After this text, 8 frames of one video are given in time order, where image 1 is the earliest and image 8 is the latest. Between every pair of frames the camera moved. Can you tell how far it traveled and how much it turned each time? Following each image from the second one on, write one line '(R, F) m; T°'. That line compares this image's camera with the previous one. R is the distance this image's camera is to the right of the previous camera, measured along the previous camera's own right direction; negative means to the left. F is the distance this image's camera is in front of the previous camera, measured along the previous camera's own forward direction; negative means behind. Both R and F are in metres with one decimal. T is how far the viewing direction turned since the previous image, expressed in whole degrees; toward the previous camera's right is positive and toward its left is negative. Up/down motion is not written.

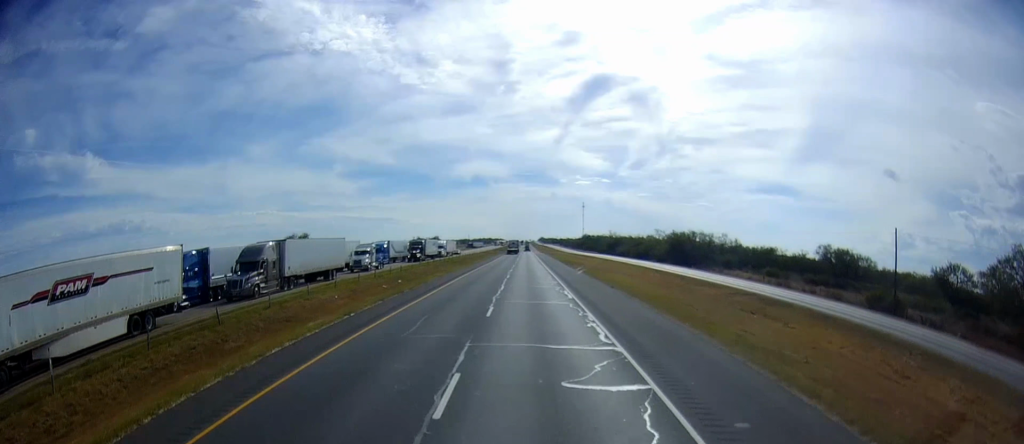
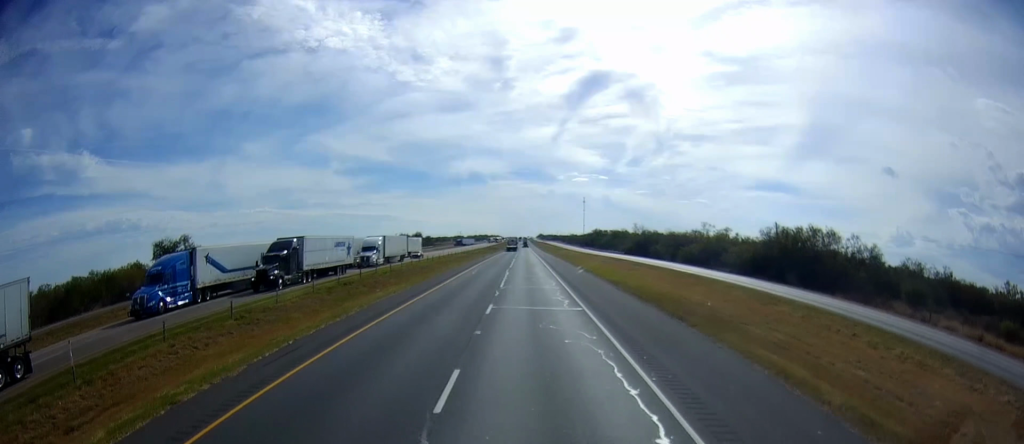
(-0.1, +60.0) m; -1°
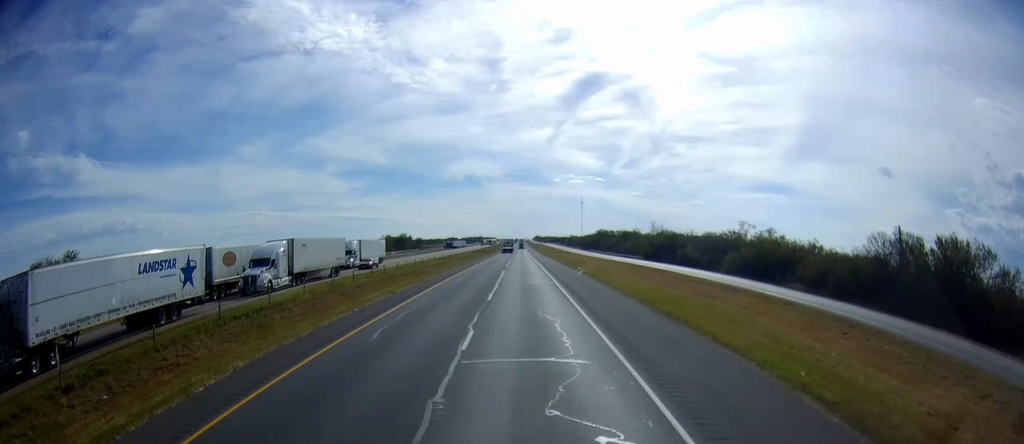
(-0.2, +30.9) m; 0°
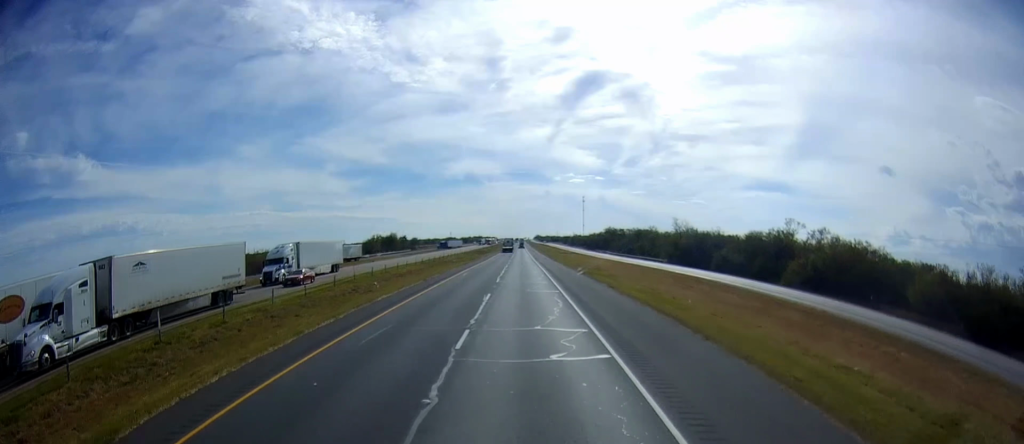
(+0.2, +23.9) m; 0°
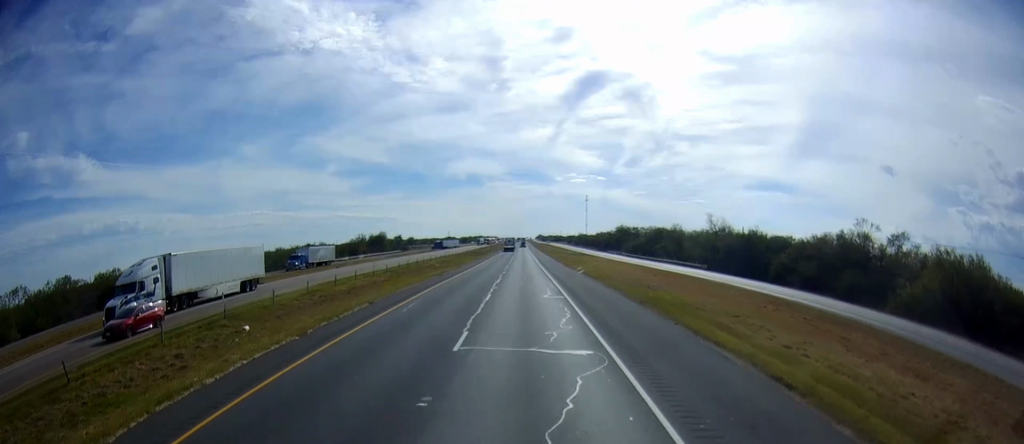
(0.0, +24.4) m; 0°
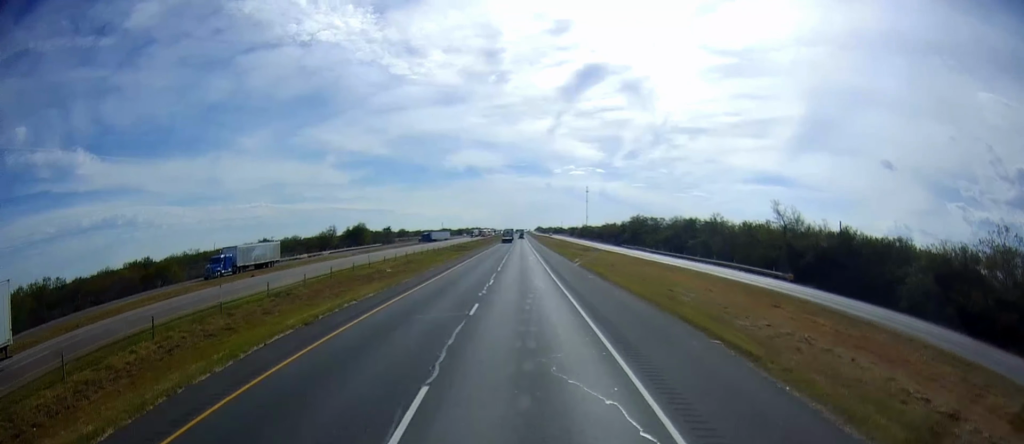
(+0.1, +30.9) m; 0°
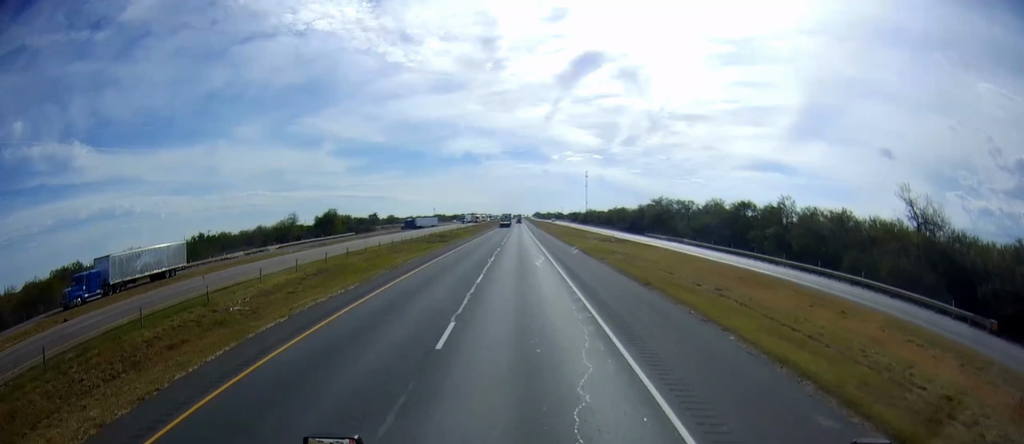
(+0.1, +31.4) m; +1°
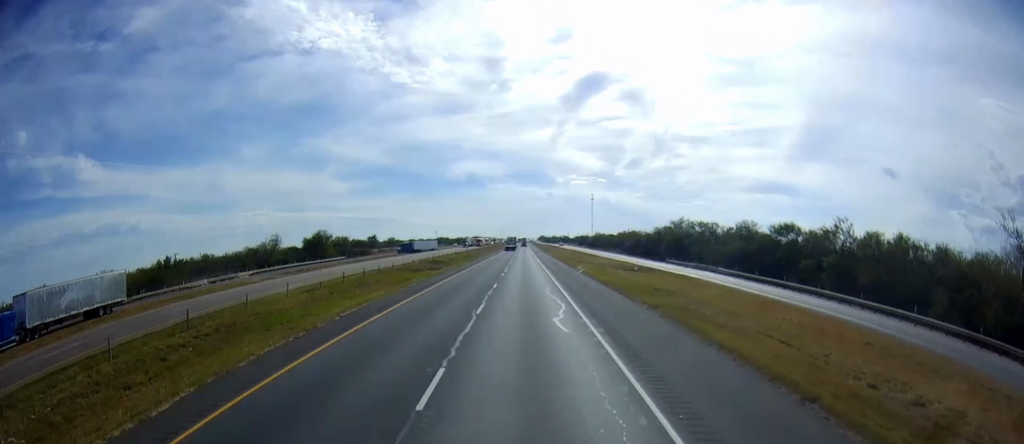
(+0.1, +14.2) m; 0°
